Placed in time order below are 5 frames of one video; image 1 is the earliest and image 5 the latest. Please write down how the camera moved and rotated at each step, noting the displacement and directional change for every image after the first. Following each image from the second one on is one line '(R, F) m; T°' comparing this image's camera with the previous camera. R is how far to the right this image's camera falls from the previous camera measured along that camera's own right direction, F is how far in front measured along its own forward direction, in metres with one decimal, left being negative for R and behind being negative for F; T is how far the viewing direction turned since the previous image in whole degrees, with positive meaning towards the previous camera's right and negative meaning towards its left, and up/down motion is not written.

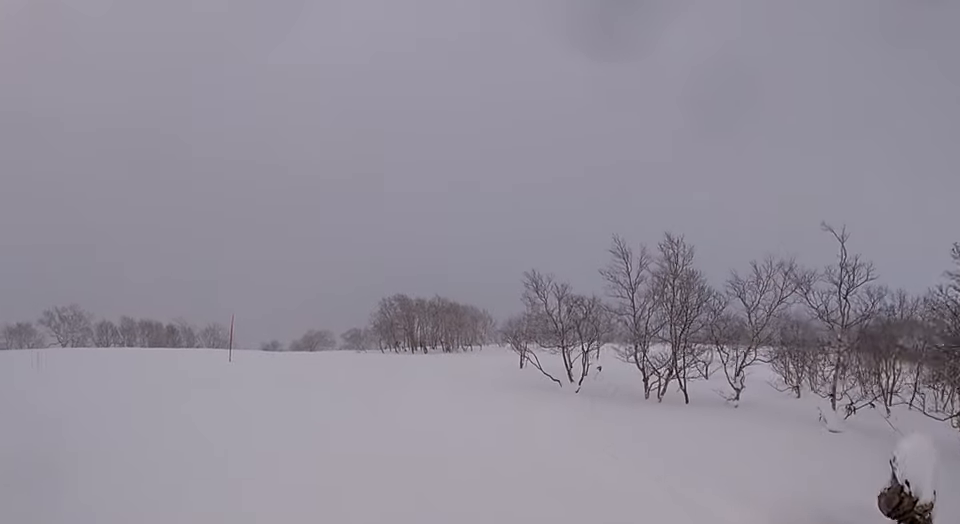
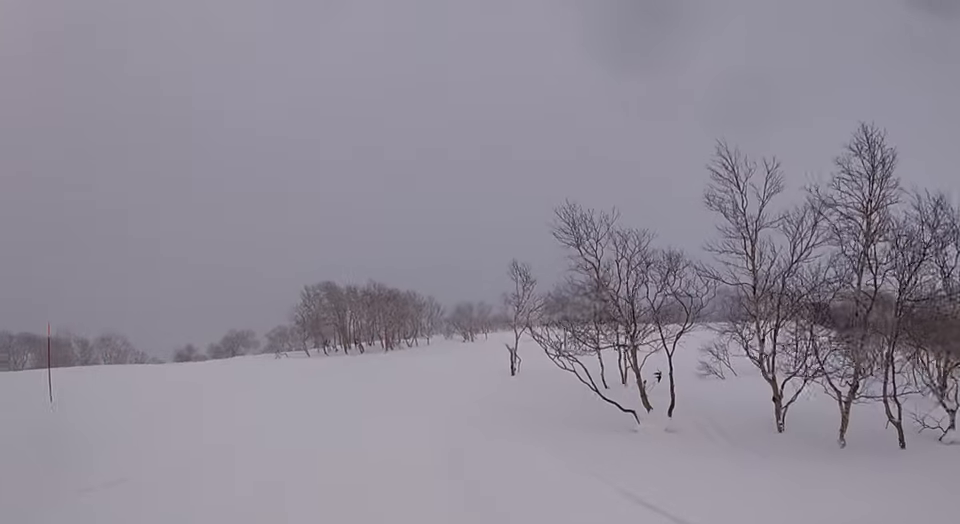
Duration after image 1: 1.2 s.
(-0.4, +7.4) m; +1°
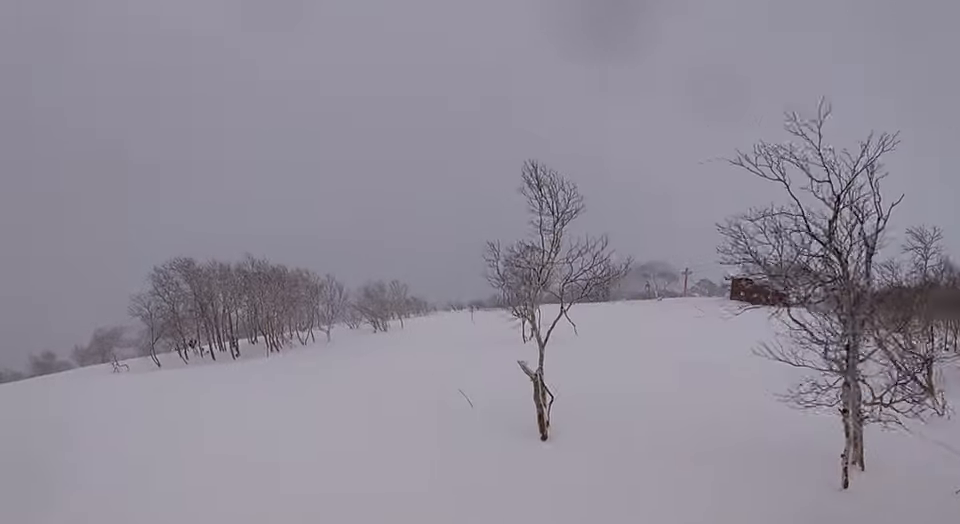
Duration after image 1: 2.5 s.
(+0.7, +8.3) m; +10°
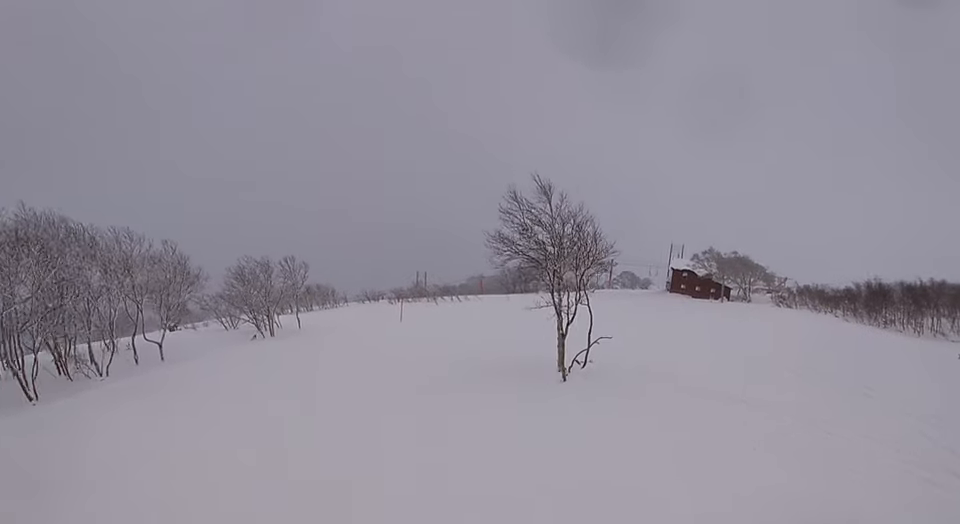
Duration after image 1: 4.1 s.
(+1.7, +11.1) m; +15°
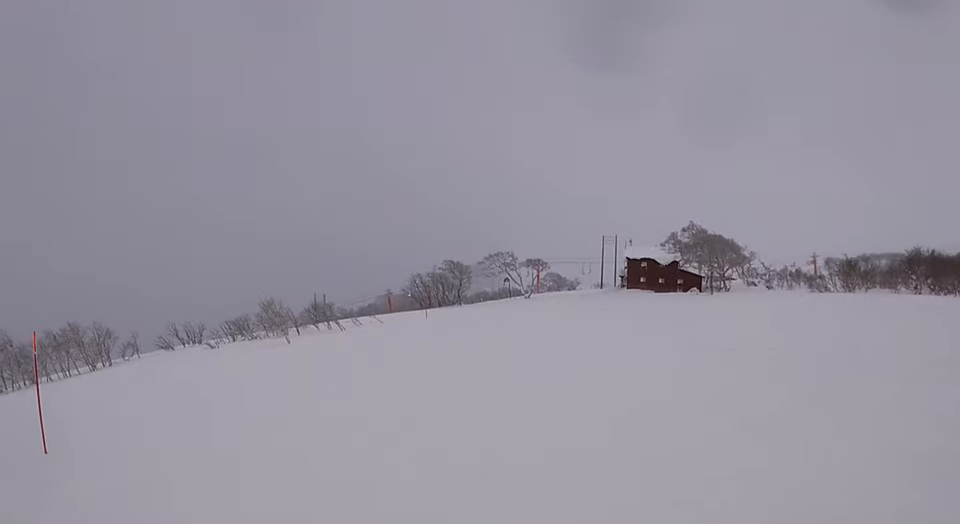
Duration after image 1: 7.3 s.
(+3.8, +21.0) m; +15°
